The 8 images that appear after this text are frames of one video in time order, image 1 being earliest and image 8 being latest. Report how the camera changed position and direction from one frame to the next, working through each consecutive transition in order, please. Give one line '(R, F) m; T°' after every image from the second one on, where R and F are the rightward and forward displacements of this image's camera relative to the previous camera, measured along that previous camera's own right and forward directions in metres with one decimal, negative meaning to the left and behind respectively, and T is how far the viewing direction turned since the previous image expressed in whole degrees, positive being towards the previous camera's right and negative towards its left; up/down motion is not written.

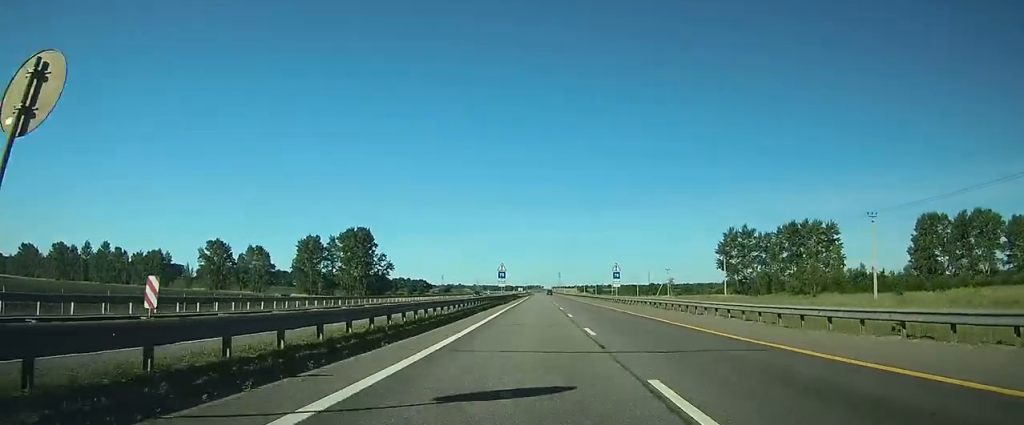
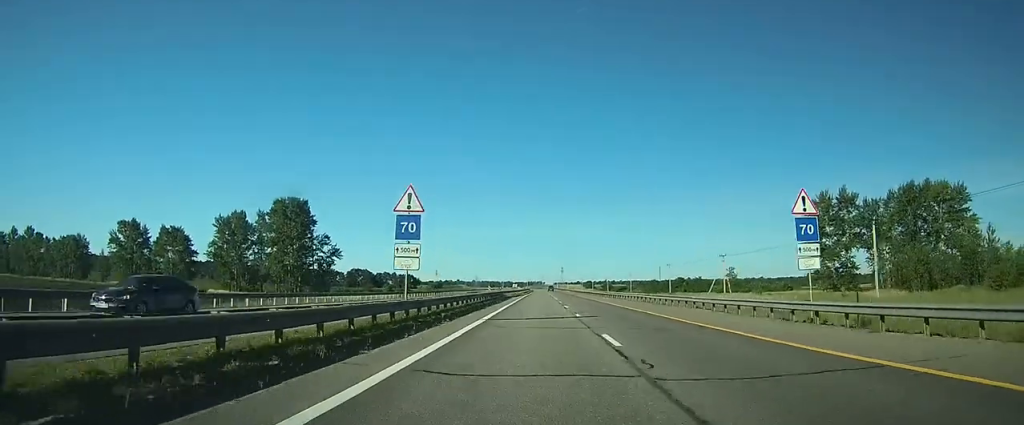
(0.0, +52.3) m; 0°
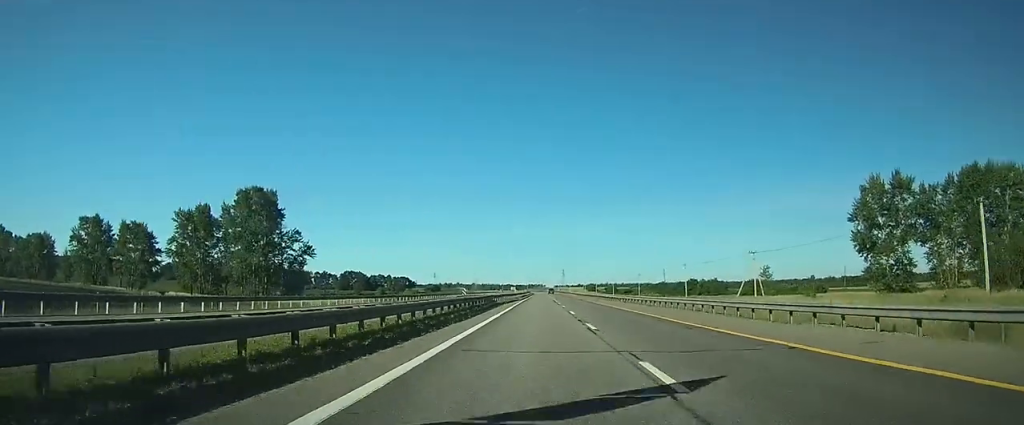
(0.0, +17.4) m; 0°
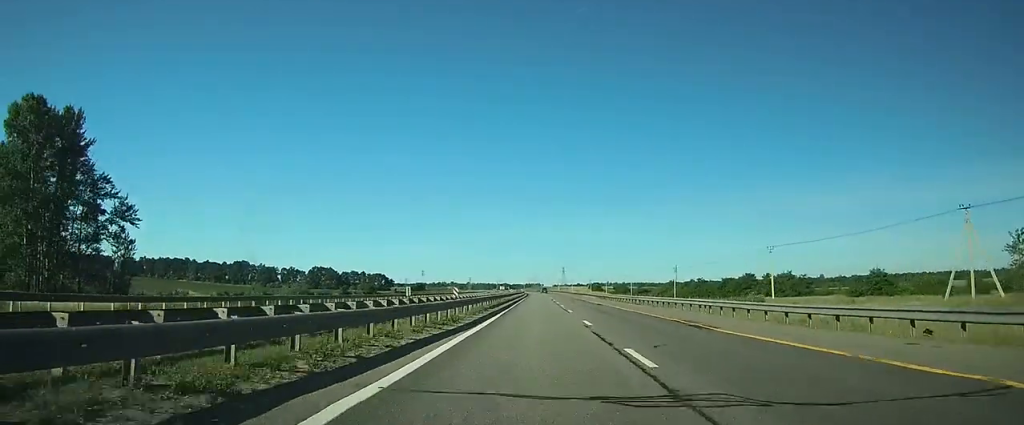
(-0.2, +57.2) m; 0°
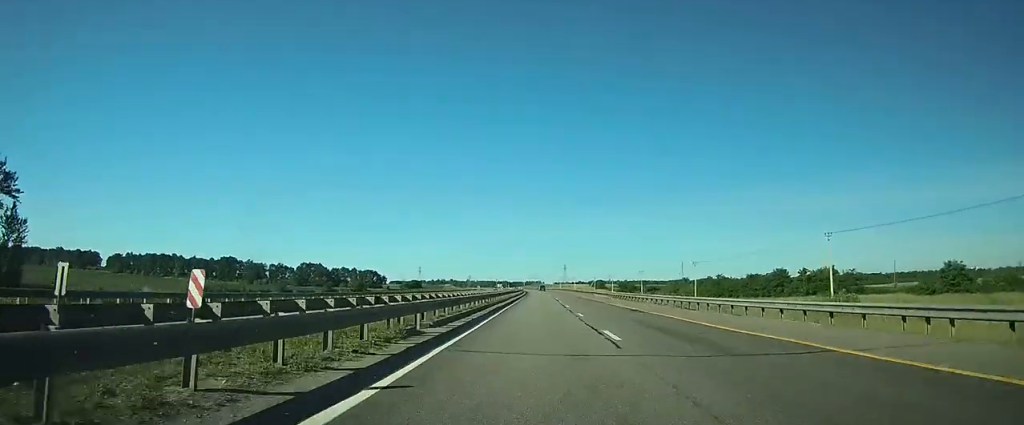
(0.0, +19.4) m; 0°
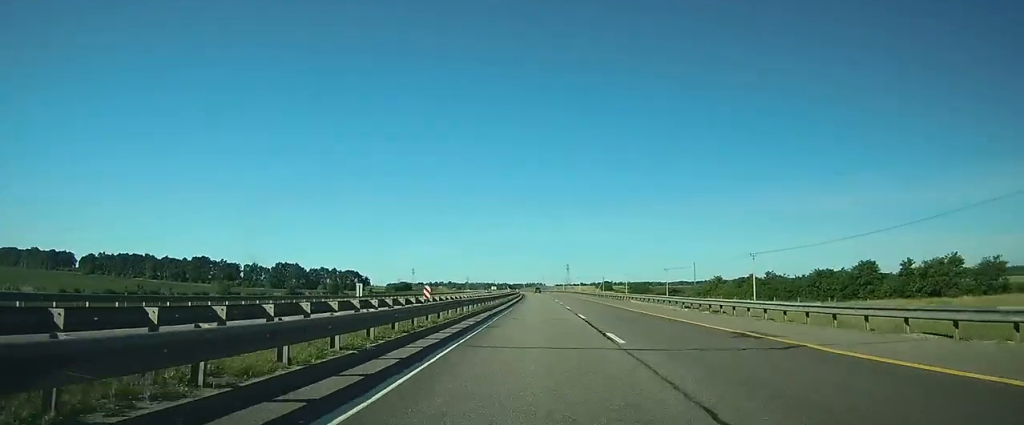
(+0.1, +35.8) m; 0°
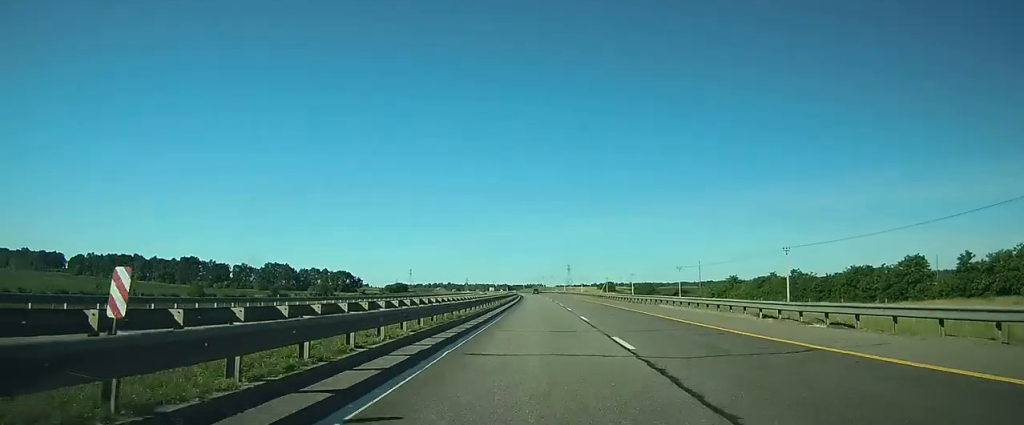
(0.0, +13.3) m; 0°
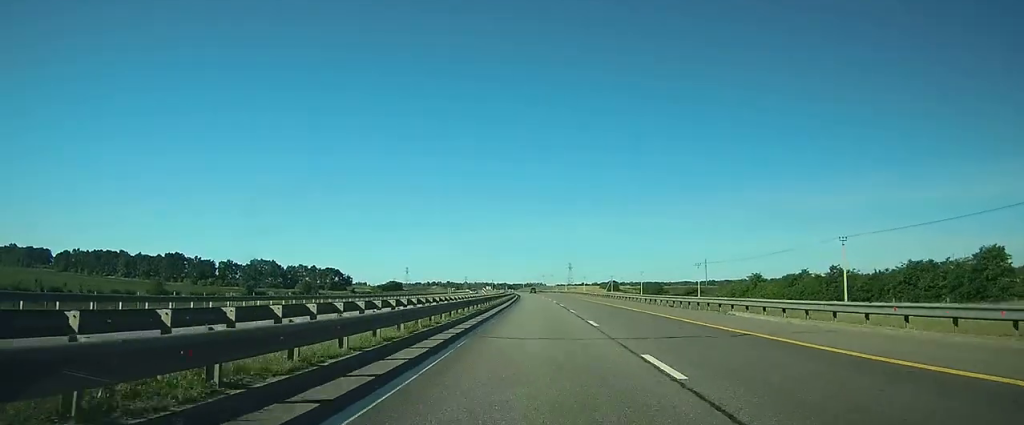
(0.0, +16.4) m; 0°
